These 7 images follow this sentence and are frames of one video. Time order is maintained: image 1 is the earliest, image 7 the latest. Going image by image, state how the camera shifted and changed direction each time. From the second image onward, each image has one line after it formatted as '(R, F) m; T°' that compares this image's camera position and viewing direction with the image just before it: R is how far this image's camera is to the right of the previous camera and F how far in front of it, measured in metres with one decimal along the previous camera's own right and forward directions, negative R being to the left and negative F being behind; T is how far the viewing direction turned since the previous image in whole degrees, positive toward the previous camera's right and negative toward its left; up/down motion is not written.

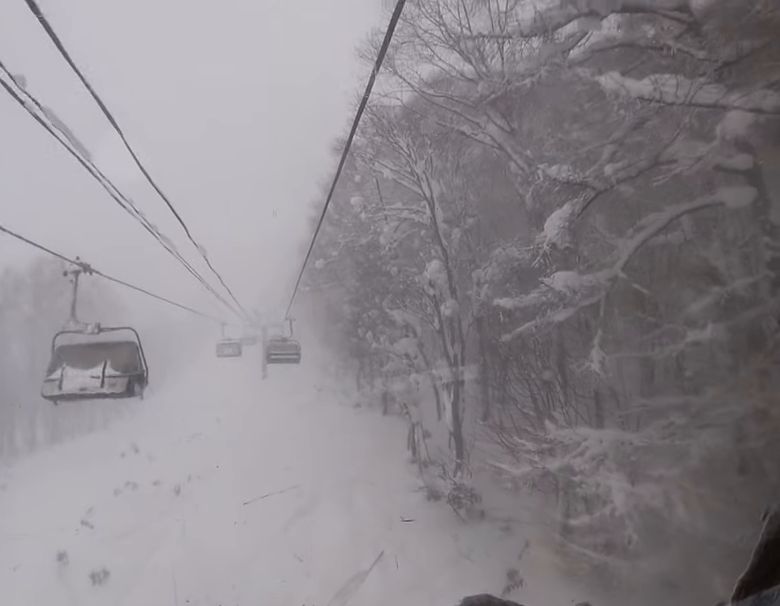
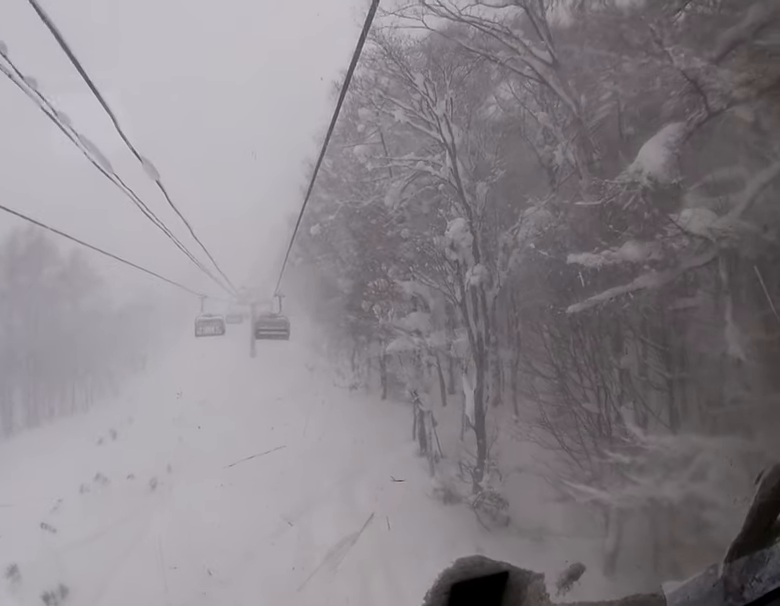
(-0.5, +3.1) m; -7°
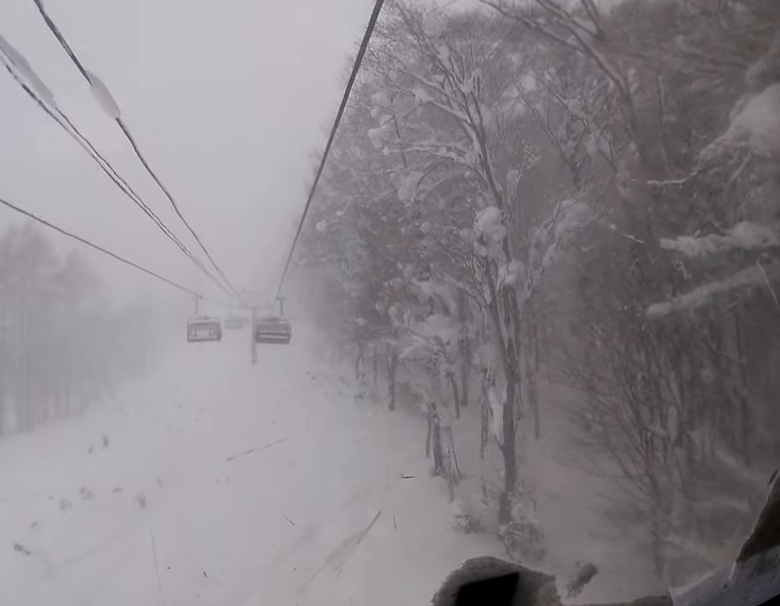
(+0.3, +2.0) m; 0°
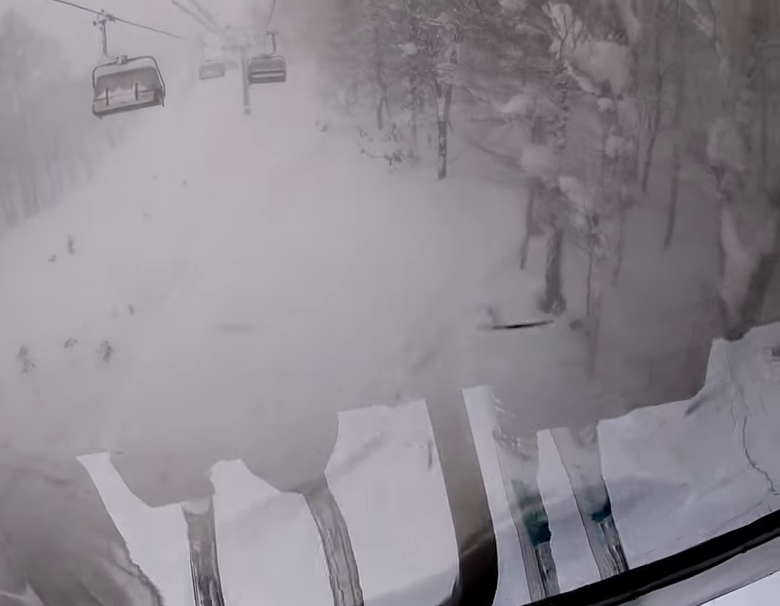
(-1.0, +7.6) m; +1°
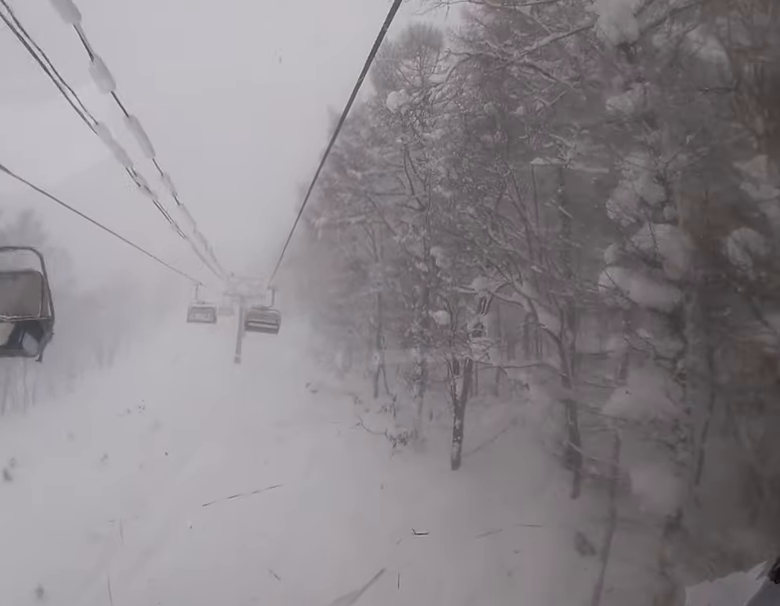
(+1.0, +4.0) m; +14°
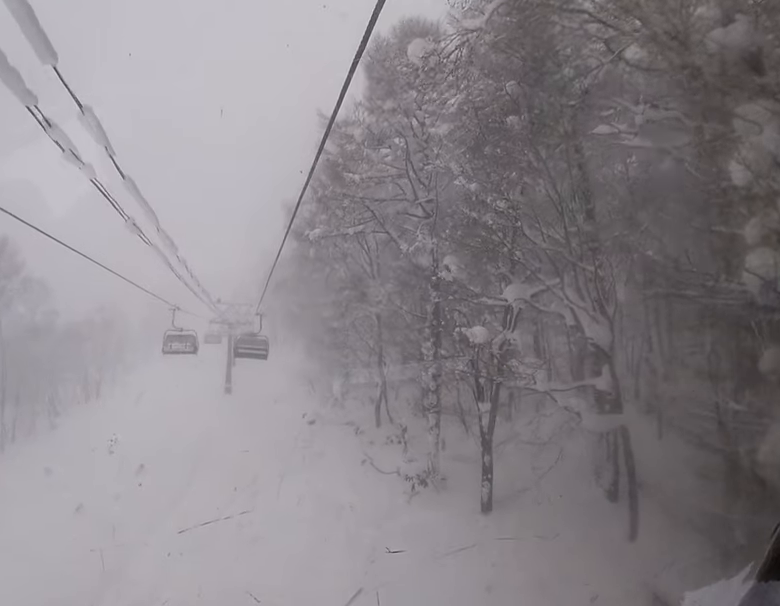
(-0.2, +2.8) m; -9°
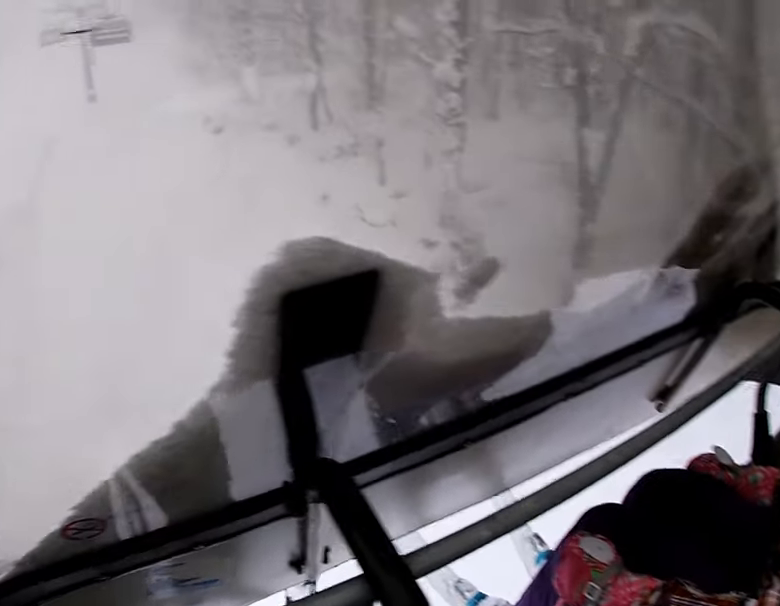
(-1.5, +8.6) m; -8°
